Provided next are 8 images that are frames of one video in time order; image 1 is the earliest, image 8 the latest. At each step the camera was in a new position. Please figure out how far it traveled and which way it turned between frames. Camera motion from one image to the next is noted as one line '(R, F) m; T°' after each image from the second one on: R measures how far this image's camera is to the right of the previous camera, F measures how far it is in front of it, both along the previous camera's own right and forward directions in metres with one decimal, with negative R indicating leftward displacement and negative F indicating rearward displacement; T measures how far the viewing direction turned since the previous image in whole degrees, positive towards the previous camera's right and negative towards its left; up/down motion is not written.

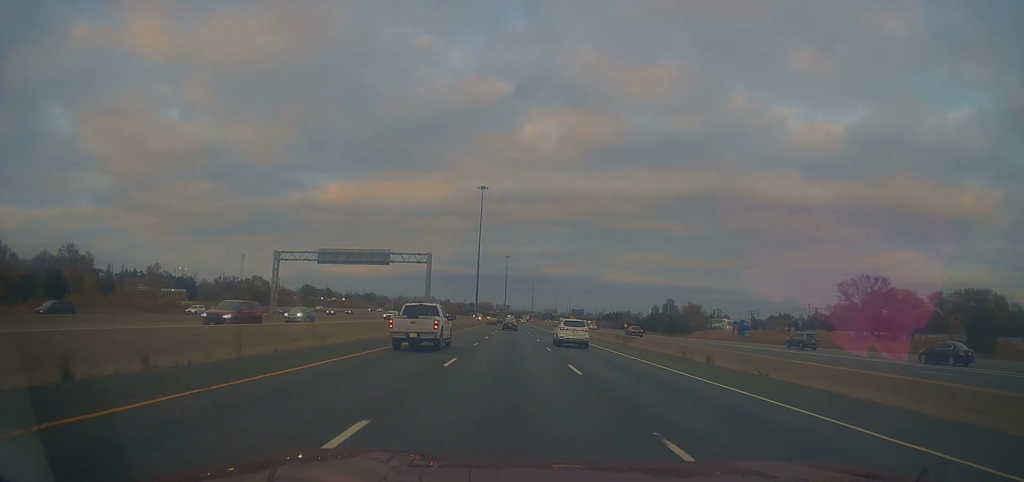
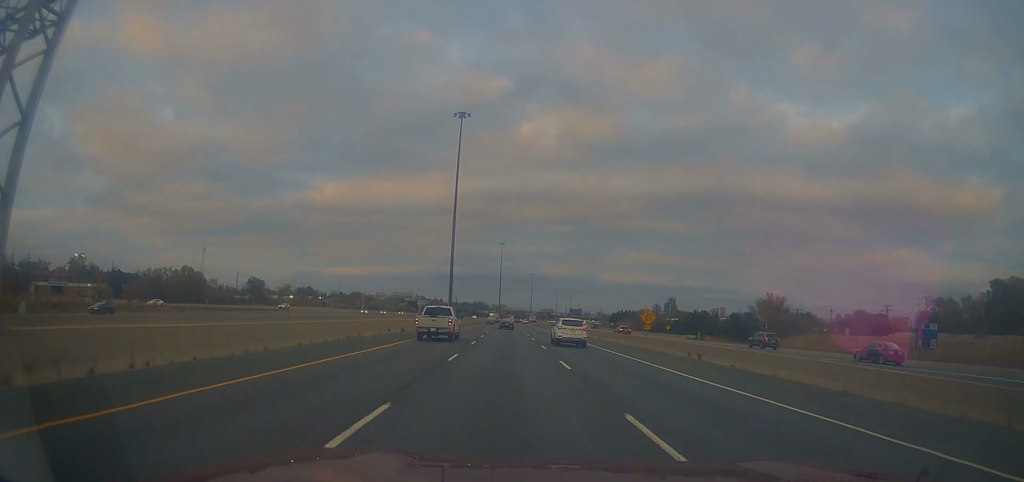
(+0.6, +57.3) m; 0°
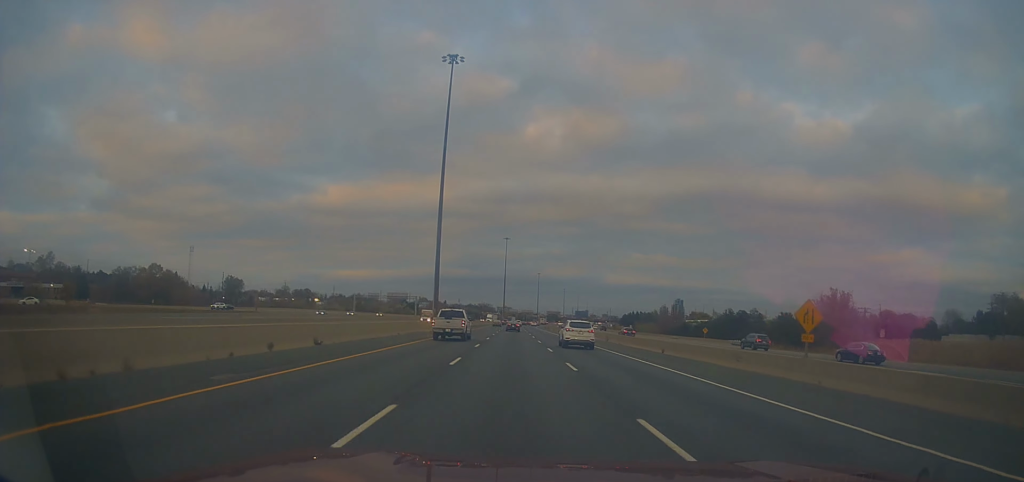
(-0.1, +23.7) m; 0°
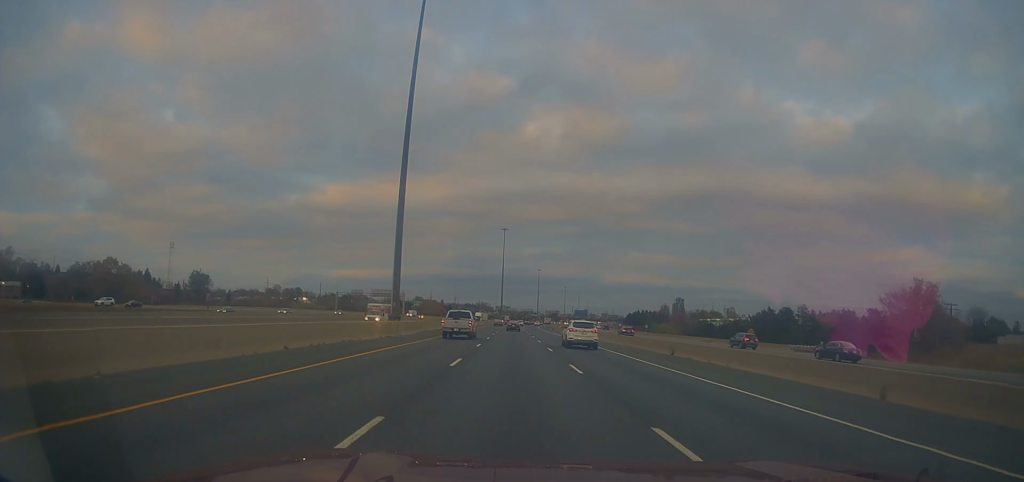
(-0.1, +23.7) m; +1°
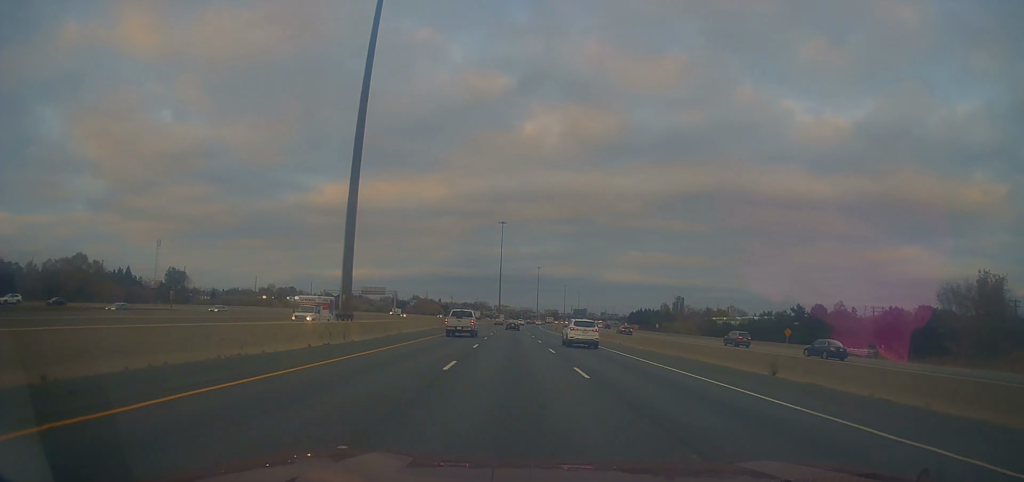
(+0.3, +13.8) m; 0°
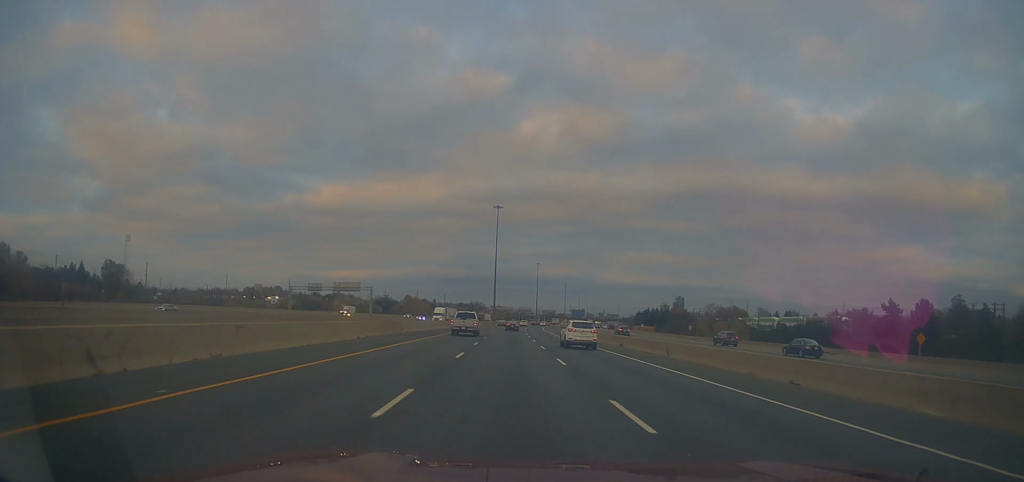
(-0.2, +30.6) m; 0°
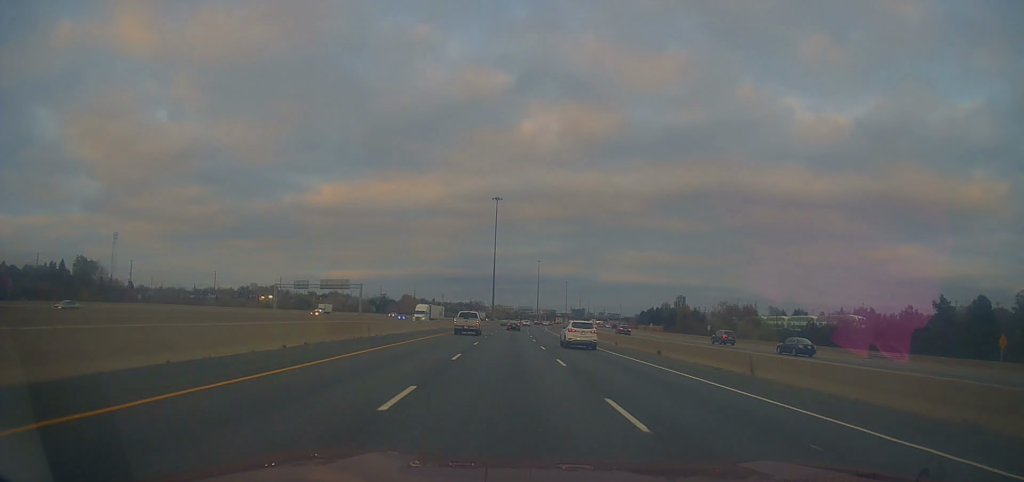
(-0.2, +11.9) m; 0°
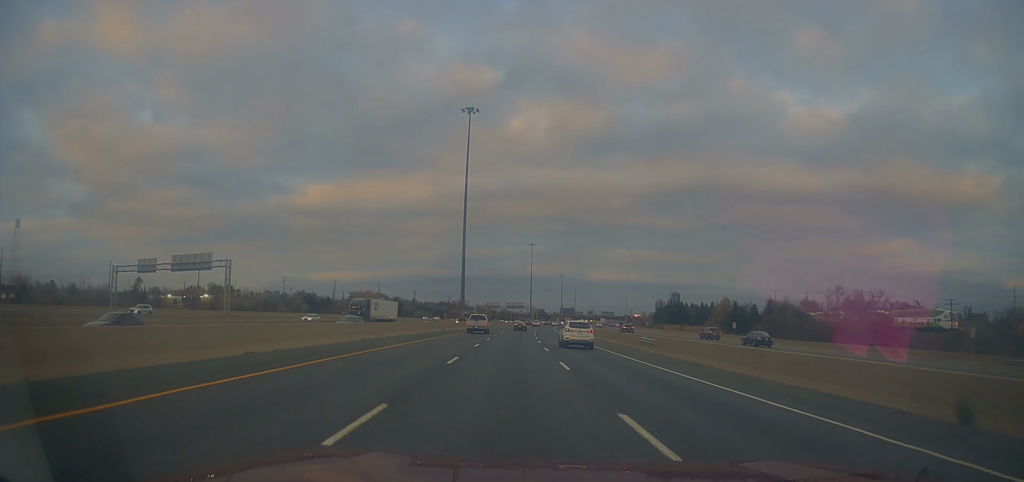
(+0.6, +72.3) m; +1°
